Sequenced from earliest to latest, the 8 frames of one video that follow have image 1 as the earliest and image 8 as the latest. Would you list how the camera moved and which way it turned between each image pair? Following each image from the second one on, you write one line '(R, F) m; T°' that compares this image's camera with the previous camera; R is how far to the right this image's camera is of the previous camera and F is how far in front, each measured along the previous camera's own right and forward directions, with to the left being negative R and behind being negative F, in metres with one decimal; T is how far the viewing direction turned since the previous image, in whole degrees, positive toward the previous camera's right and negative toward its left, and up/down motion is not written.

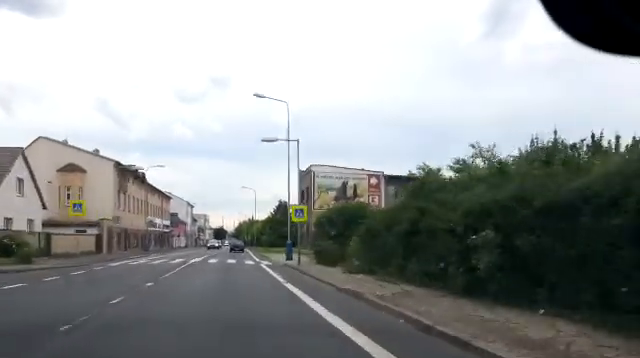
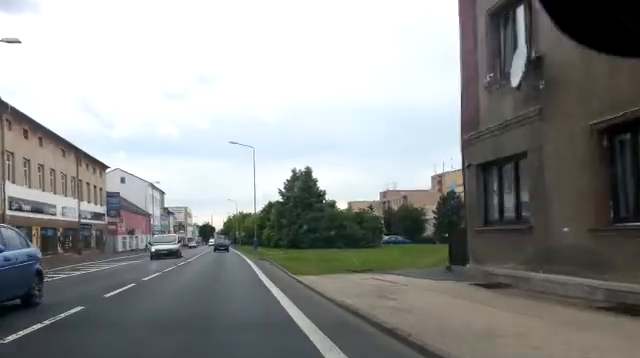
(+1.8, +39.9) m; +2°
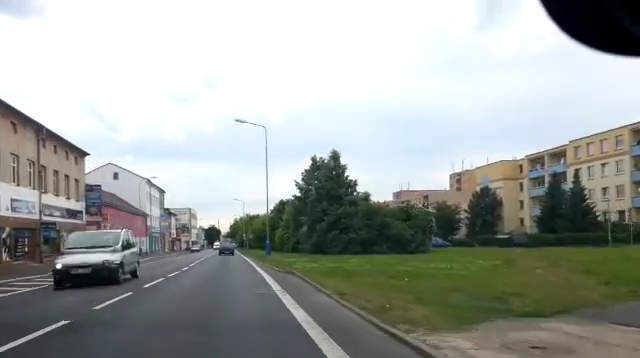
(-0.1, +10.6) m; 0°
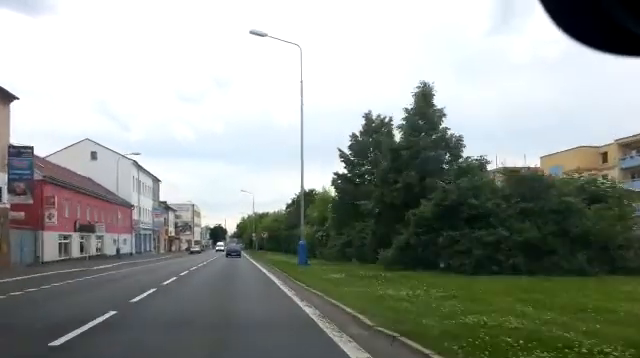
(+0.1, +17.2) m; 0°
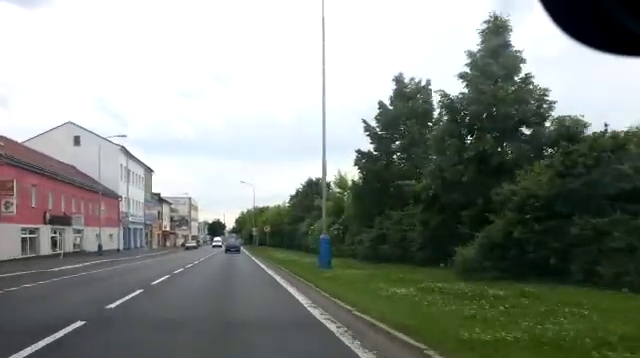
(-0.1, +6.1) m; 0°
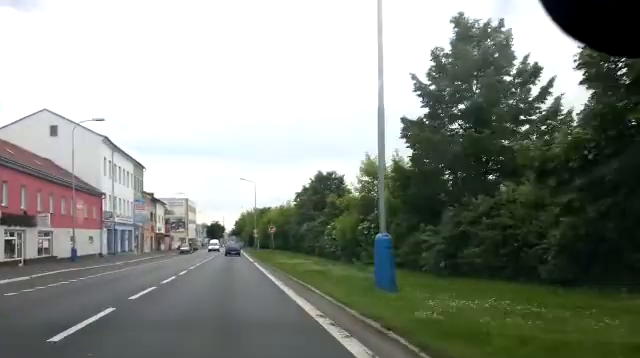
(-0.1, +7.1) m; 0°
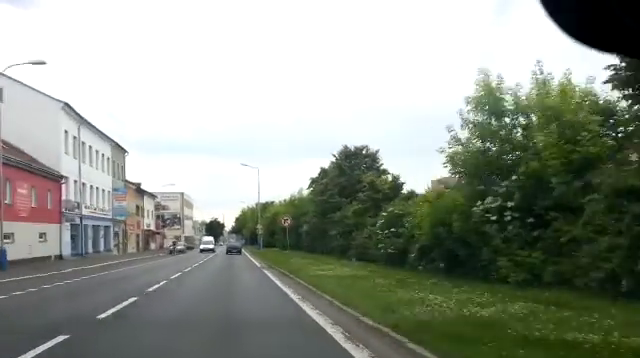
(+0.2, +11.5) m; +1°
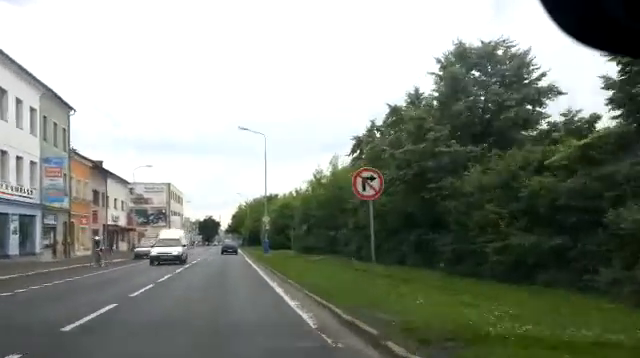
(0.0, +18.8) m; -1°
